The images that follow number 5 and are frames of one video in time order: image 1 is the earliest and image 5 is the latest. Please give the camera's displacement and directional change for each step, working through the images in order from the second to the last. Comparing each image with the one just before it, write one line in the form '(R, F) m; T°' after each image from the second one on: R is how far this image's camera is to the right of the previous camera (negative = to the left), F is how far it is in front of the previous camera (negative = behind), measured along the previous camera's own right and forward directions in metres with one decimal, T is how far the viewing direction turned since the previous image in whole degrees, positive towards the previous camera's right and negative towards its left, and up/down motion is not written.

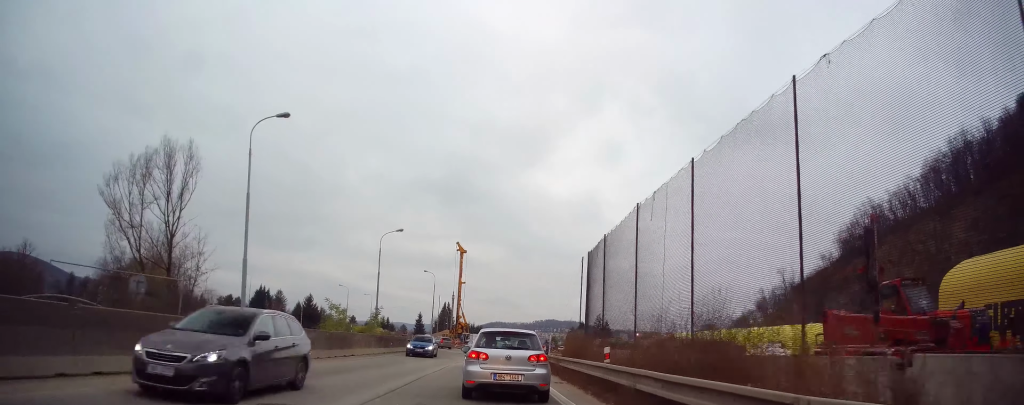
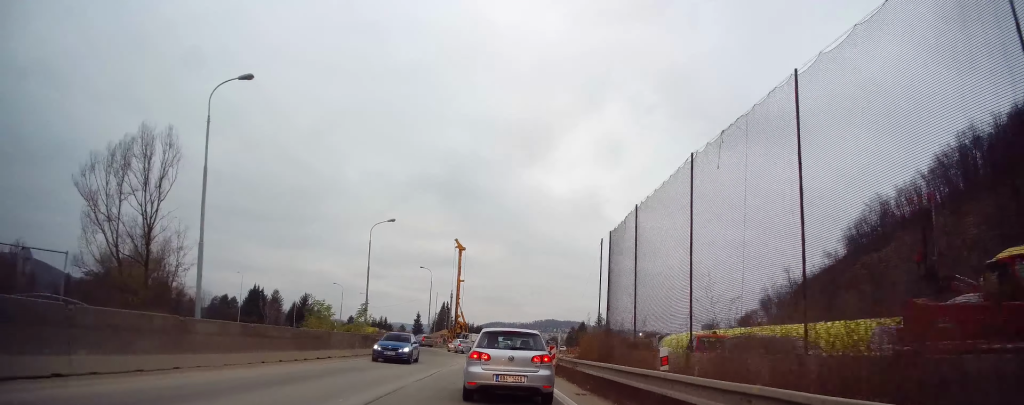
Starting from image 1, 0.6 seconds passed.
(0.0, +4.1) m; 0°
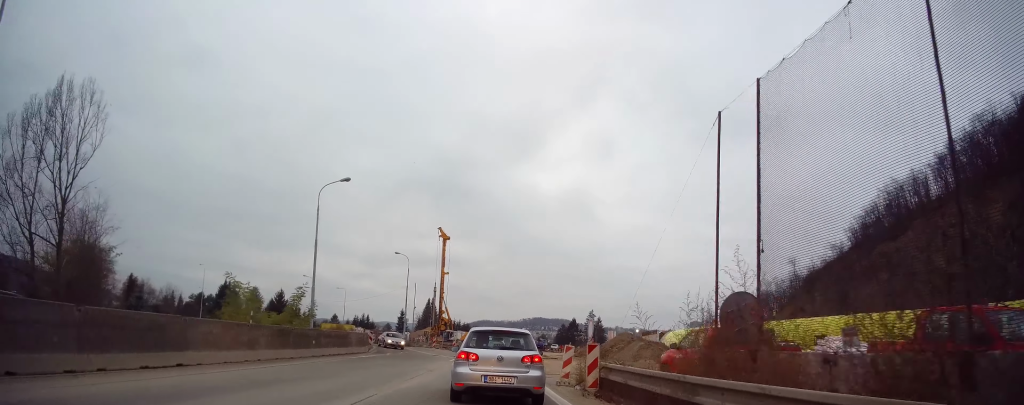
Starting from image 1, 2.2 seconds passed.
(0.0, +11.0) m; 0°
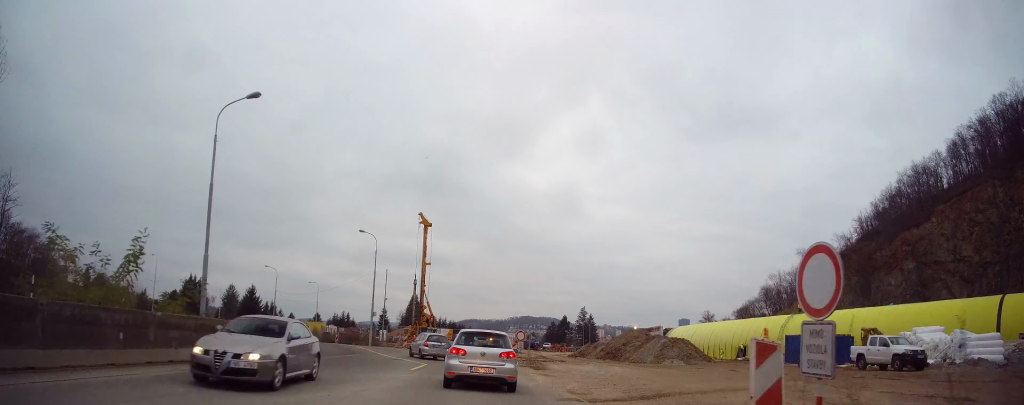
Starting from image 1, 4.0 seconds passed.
(0.0, +12.6) m; 0°
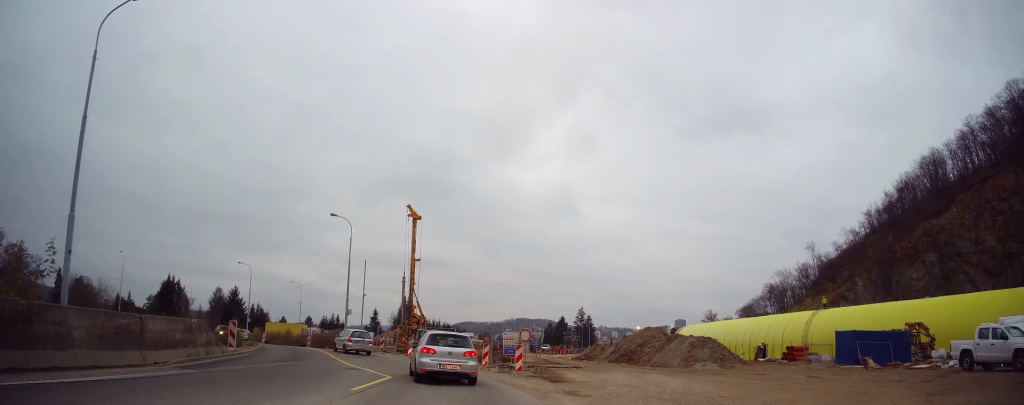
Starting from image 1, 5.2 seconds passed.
(0.0, +8.4) m; 0°
